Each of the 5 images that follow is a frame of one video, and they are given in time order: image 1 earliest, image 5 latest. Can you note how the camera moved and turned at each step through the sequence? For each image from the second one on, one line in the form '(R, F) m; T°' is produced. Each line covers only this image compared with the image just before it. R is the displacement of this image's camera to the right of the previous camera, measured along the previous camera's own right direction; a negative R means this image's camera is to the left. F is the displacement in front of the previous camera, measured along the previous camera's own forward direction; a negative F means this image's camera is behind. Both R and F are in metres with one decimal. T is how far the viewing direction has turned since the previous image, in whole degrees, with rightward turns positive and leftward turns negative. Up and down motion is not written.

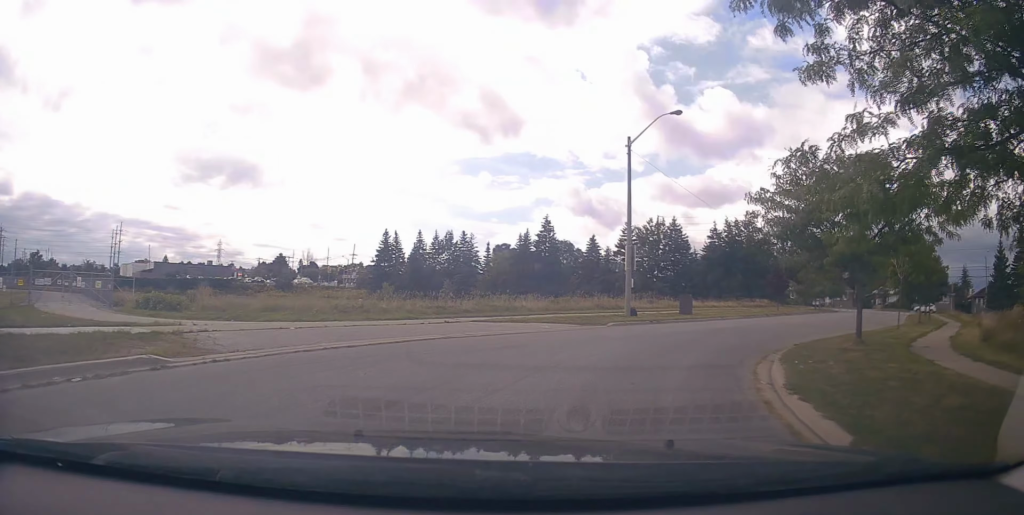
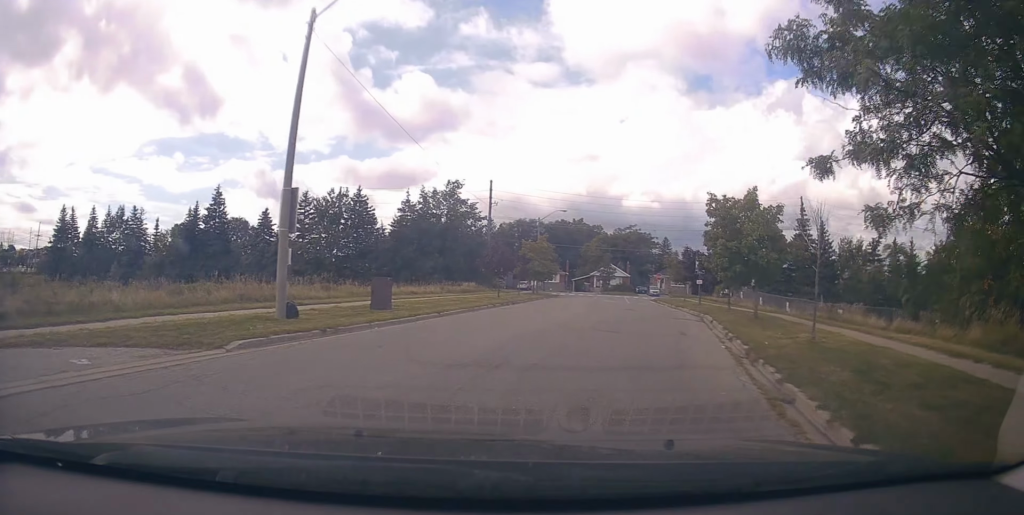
(+4.0, +11.5) m; +39°
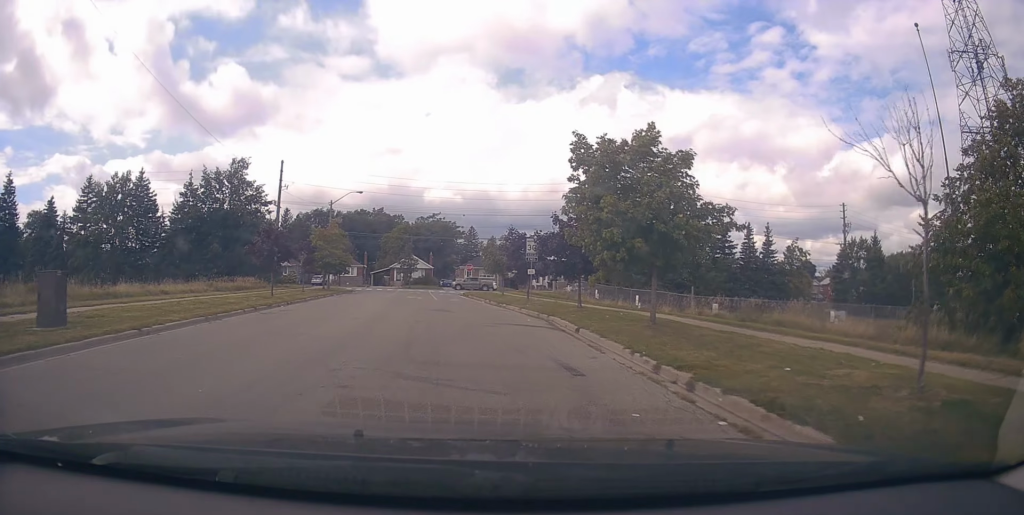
(+1.5, +8.8) m; +14°
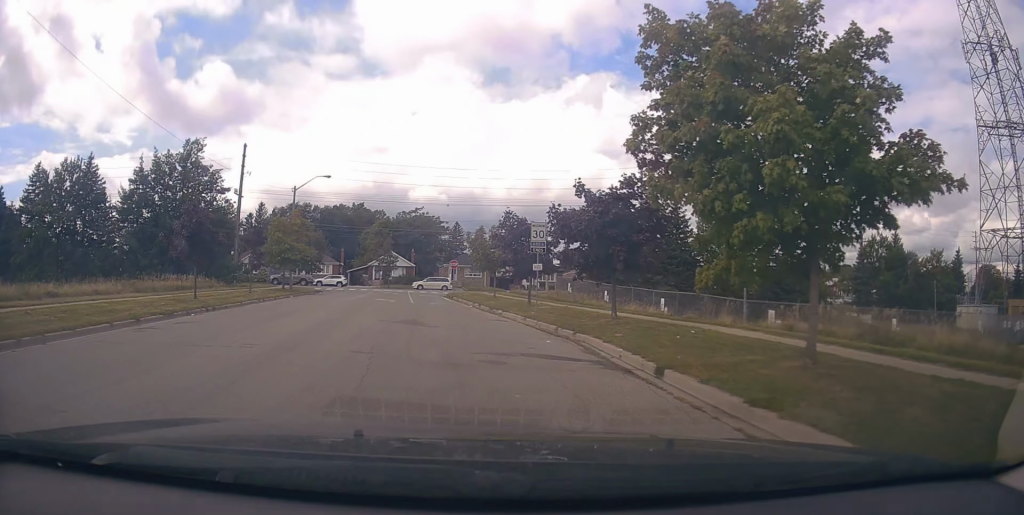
(+0.4, +7.8) m; +7°
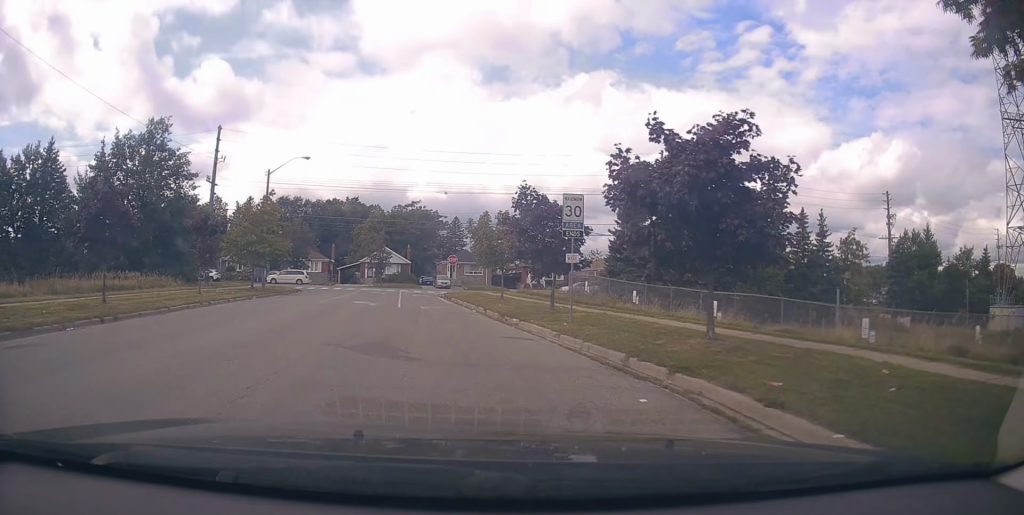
(+0.3, +6.7) m; +3°
